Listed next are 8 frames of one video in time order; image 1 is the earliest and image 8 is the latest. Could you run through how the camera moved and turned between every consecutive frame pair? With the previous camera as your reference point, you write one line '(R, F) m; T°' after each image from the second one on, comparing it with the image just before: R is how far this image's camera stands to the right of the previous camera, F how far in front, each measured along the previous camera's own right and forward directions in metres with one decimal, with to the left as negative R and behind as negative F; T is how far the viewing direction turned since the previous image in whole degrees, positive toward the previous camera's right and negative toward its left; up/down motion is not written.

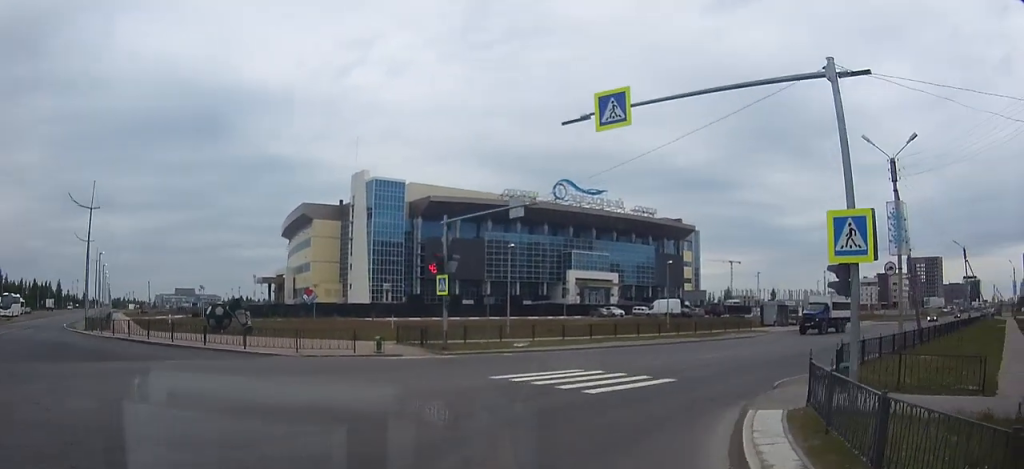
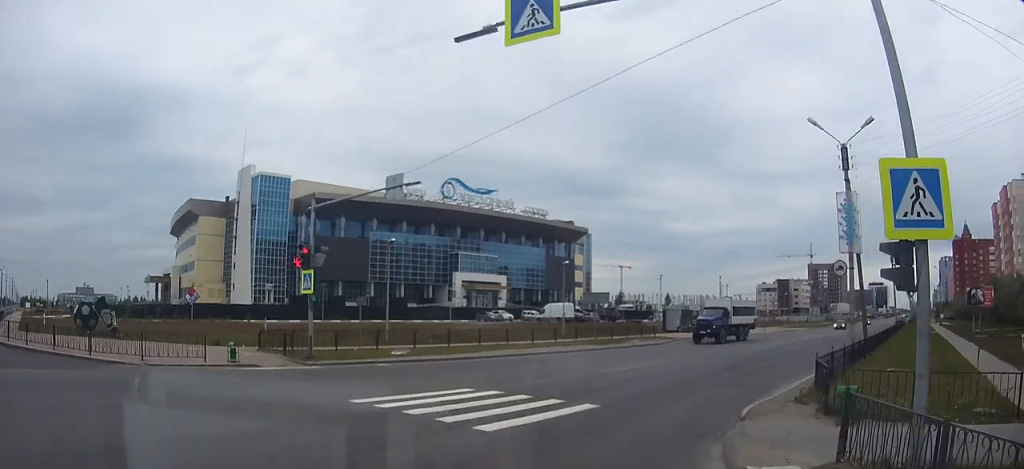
(+0.2, +4.3) m; +10°
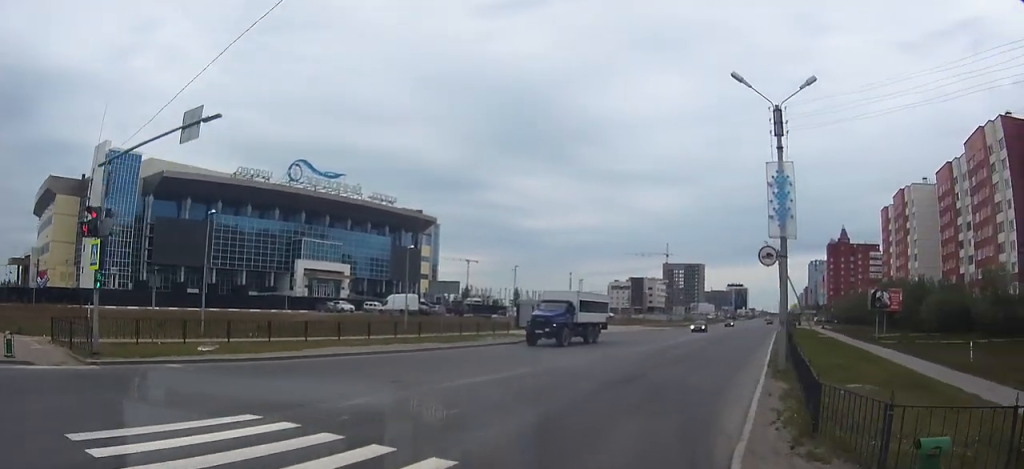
(+0.6, +5.9) m; +14°
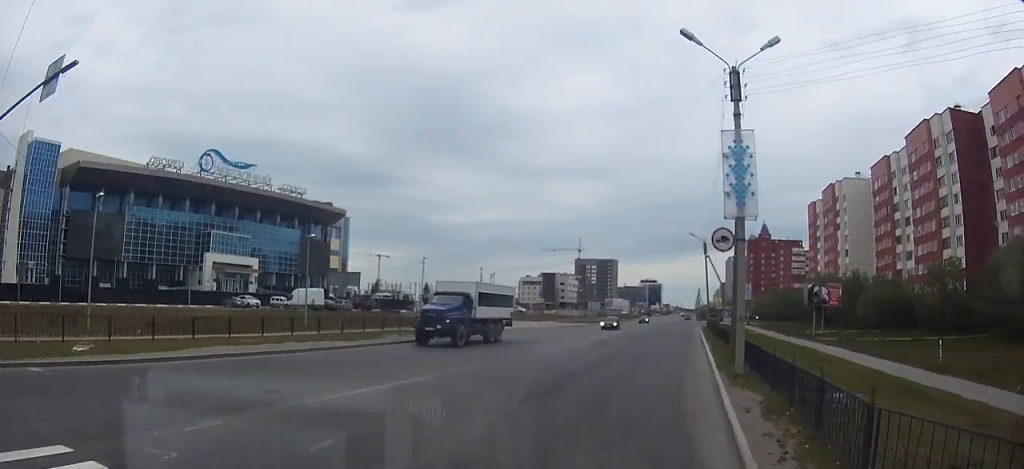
(+0.4, +3.5) m; +6°
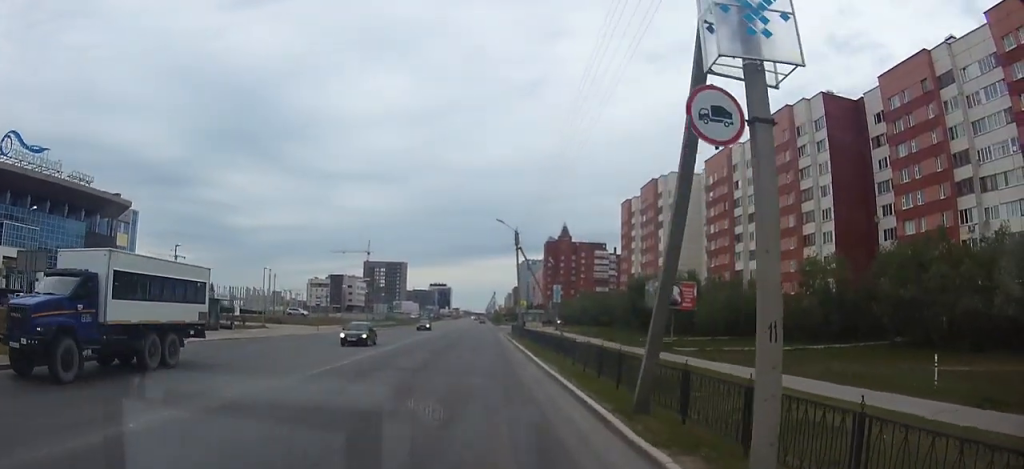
(+1.5, +11.5) m; +12°
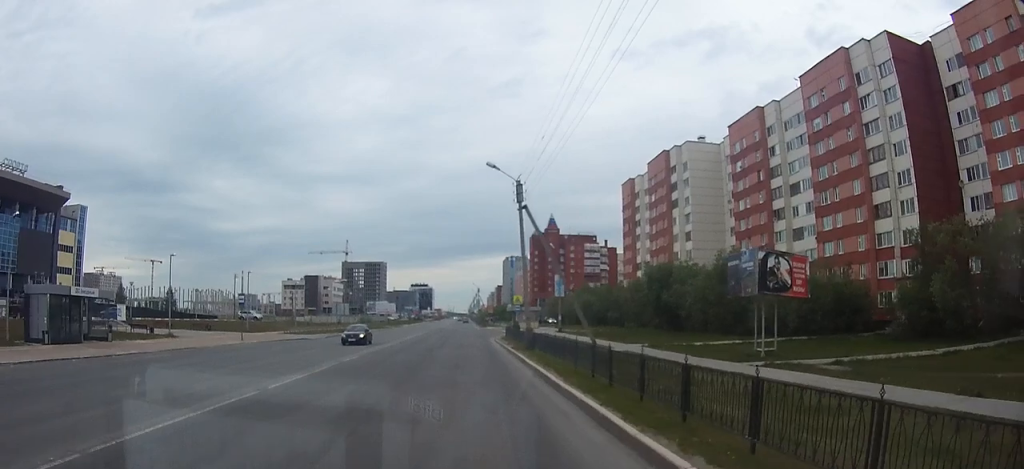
(+1.0, +18.2) m; +4°
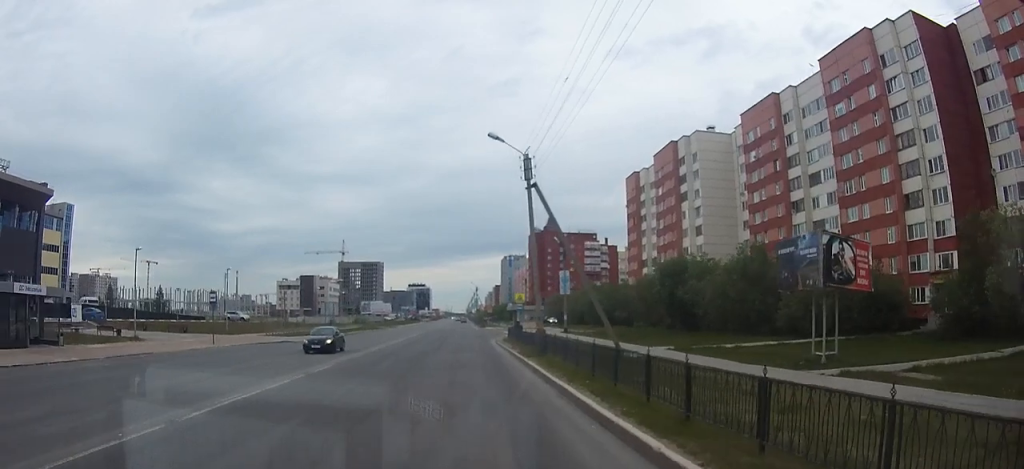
(0.0, +5.3) m; 0°
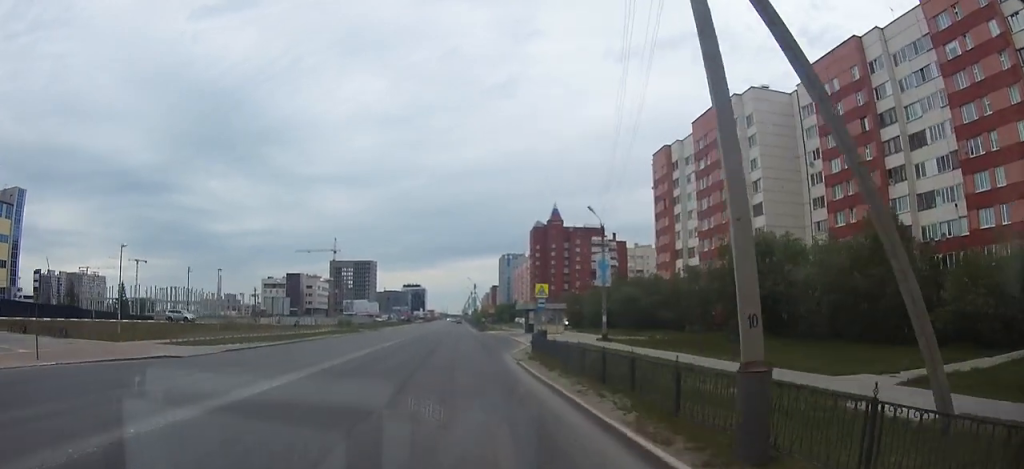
(+0.1, +19.5) m; 0°
